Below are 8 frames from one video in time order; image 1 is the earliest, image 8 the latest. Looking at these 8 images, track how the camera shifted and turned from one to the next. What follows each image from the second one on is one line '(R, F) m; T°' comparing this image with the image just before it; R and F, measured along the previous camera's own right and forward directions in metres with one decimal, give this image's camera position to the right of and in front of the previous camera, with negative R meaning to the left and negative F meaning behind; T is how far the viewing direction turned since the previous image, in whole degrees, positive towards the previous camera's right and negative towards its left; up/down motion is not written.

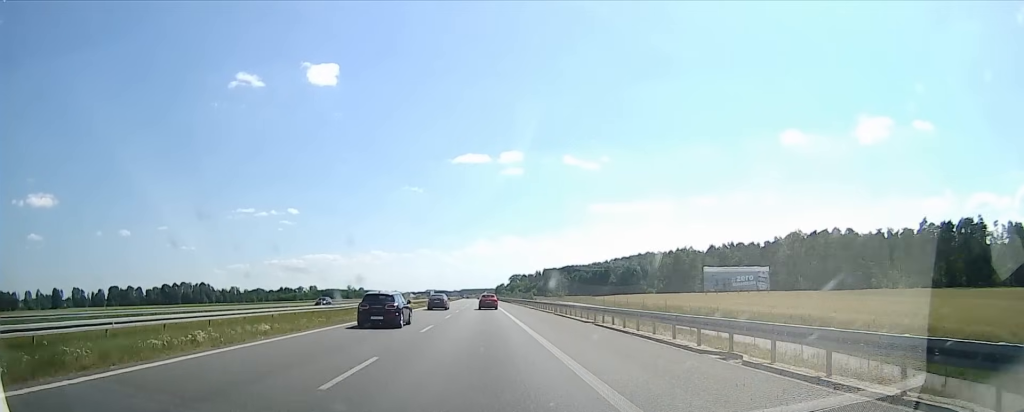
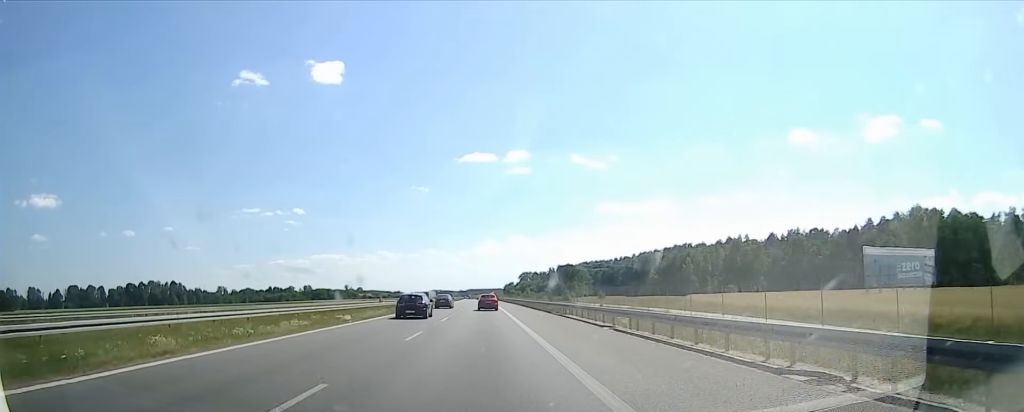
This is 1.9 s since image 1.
(-0.2, +64.0) m; 0°
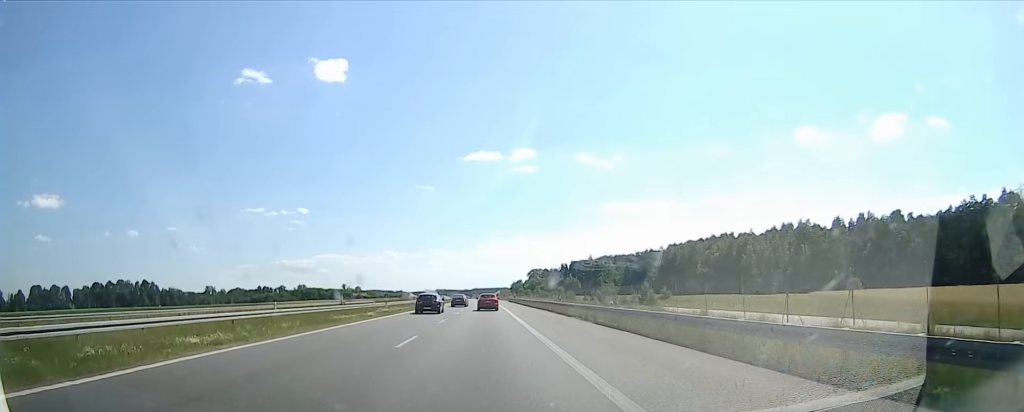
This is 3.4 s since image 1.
(-0.2, +50.7) m; 0°
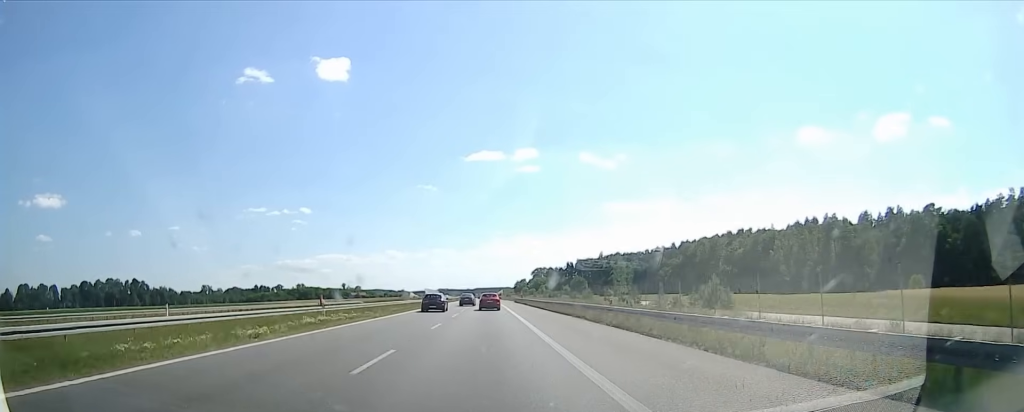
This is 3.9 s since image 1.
(0.0, +17.0) m; 0°
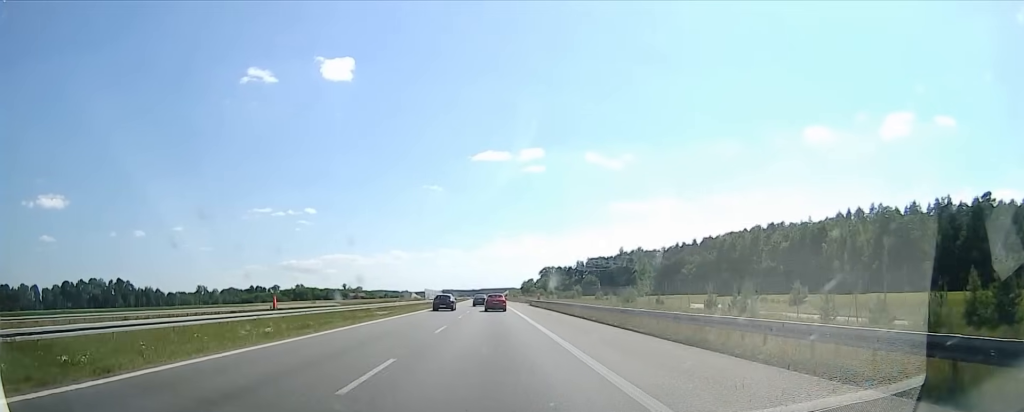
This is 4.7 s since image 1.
(+0.1, +26.0) m; 0°
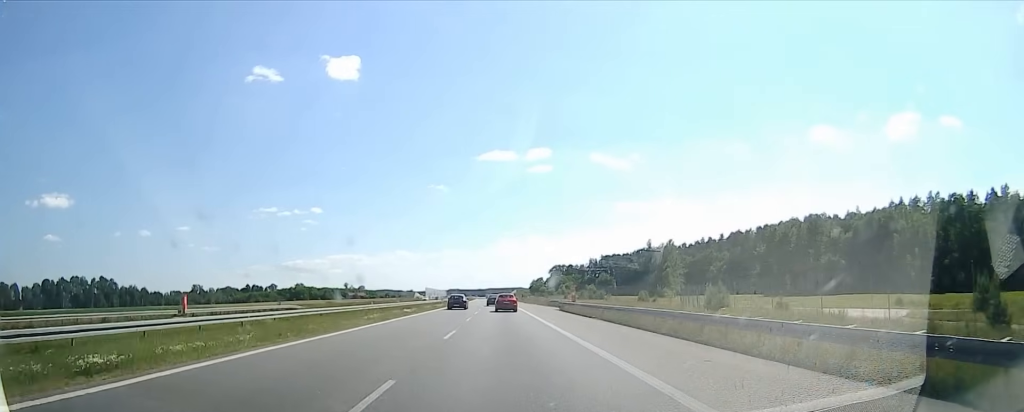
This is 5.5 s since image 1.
(+0.2, +27.2) m; -1°
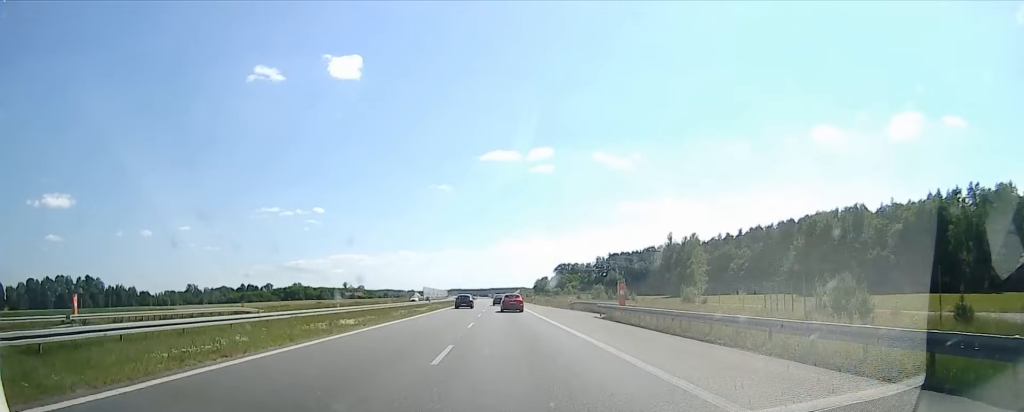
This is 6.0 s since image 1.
(-0.4, +18.1) m; -1°
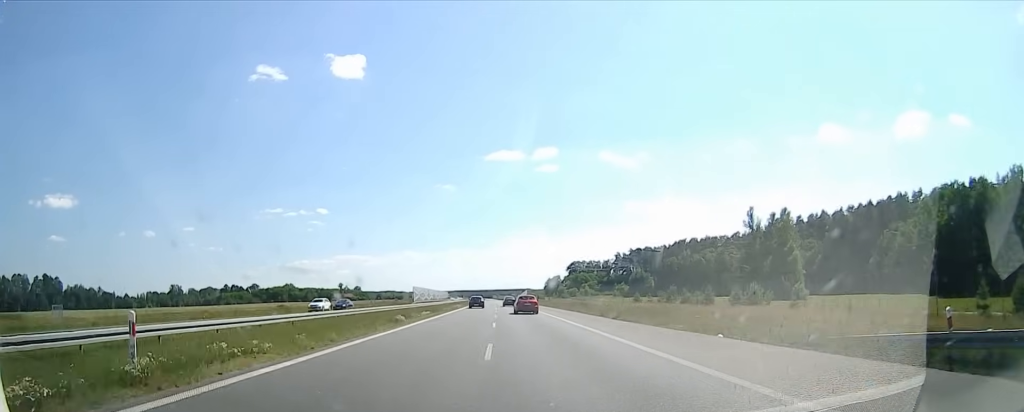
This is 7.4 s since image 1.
(-0.6, +47.5) m; -2°
